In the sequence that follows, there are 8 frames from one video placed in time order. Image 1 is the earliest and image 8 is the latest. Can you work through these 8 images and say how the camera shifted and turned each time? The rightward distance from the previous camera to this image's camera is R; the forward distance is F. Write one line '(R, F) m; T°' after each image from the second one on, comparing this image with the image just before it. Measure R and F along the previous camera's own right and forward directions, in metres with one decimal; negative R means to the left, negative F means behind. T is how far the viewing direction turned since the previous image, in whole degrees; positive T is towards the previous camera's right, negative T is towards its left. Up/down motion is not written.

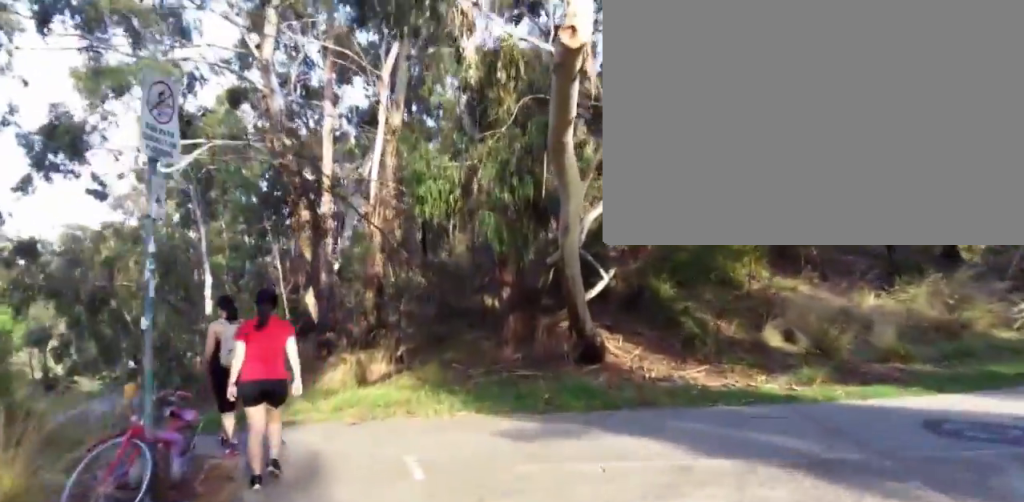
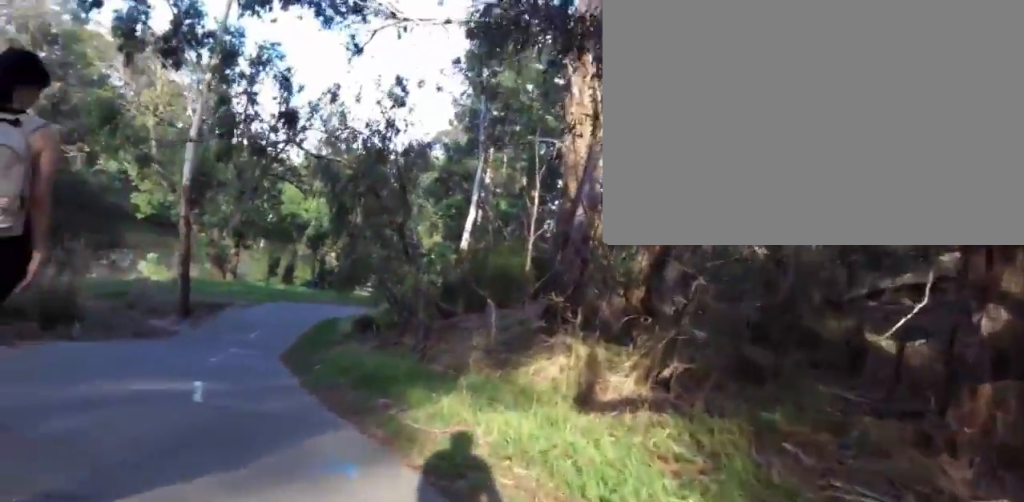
(-1.1, +5.8) m; -36°
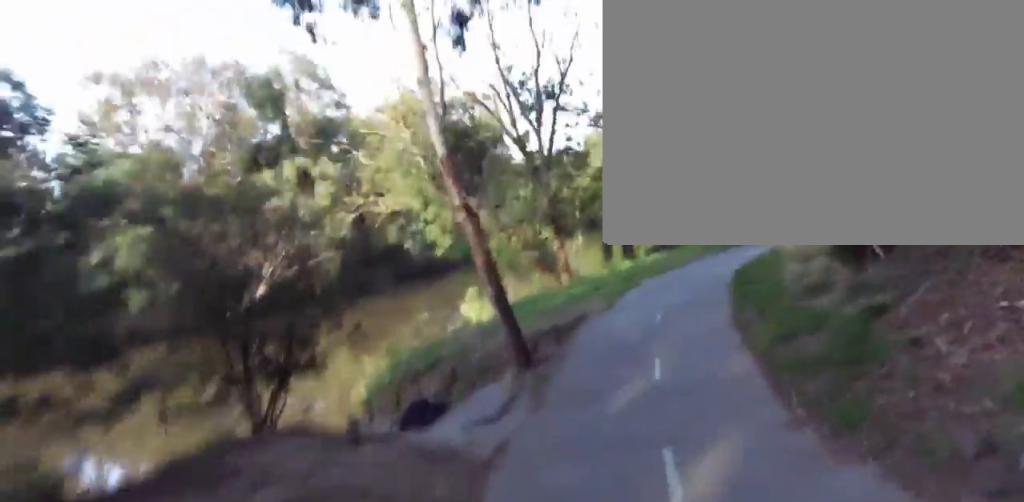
(-1.7, +10.8) m; -17°
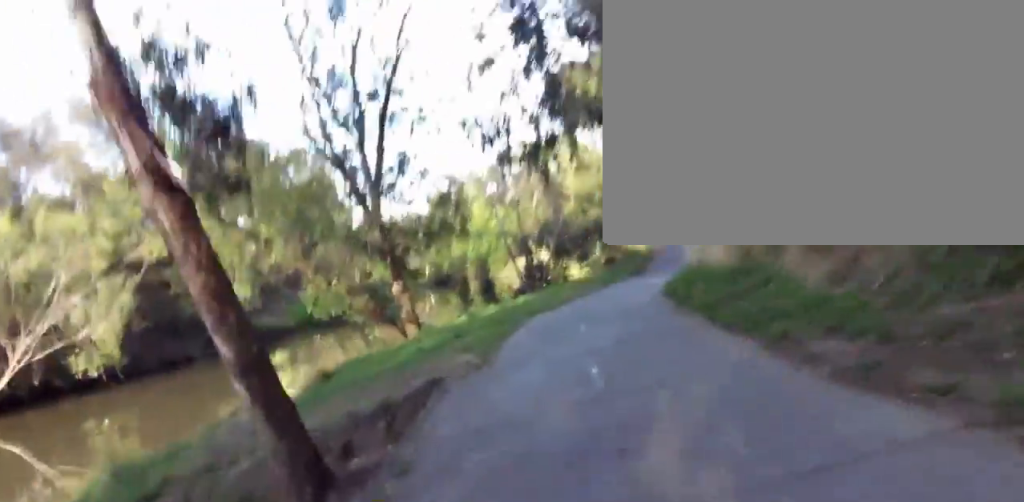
(-1.7, +6.0) m; -2°
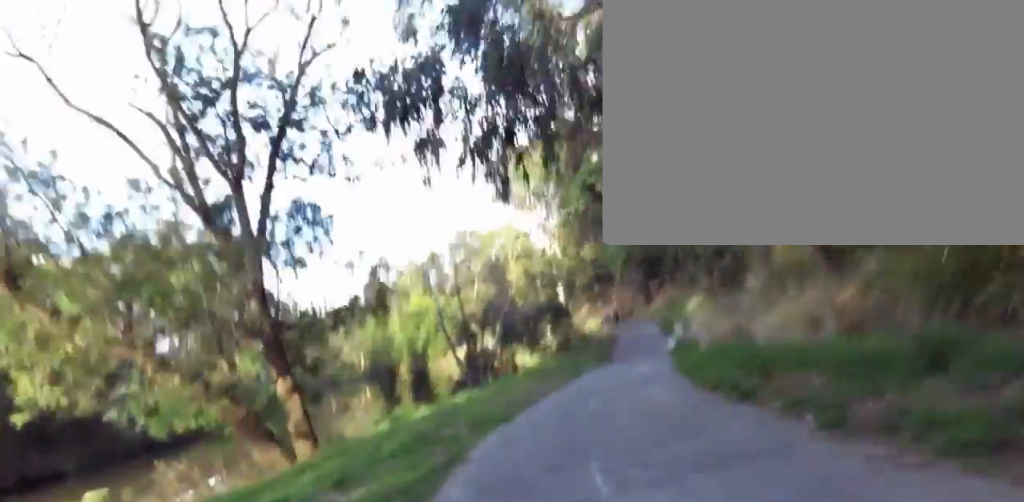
(-0.2, +4.5) m; +5°
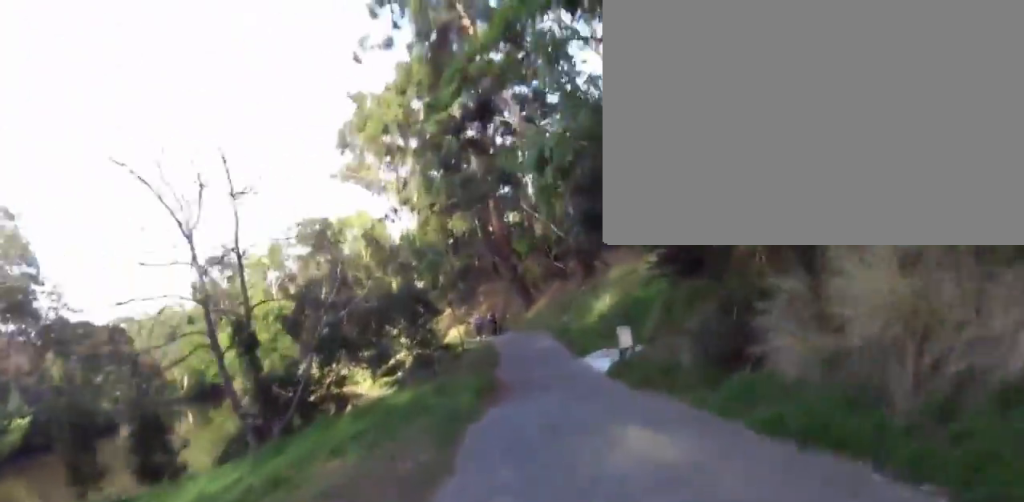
(+1.9, +7.7) m; +16°
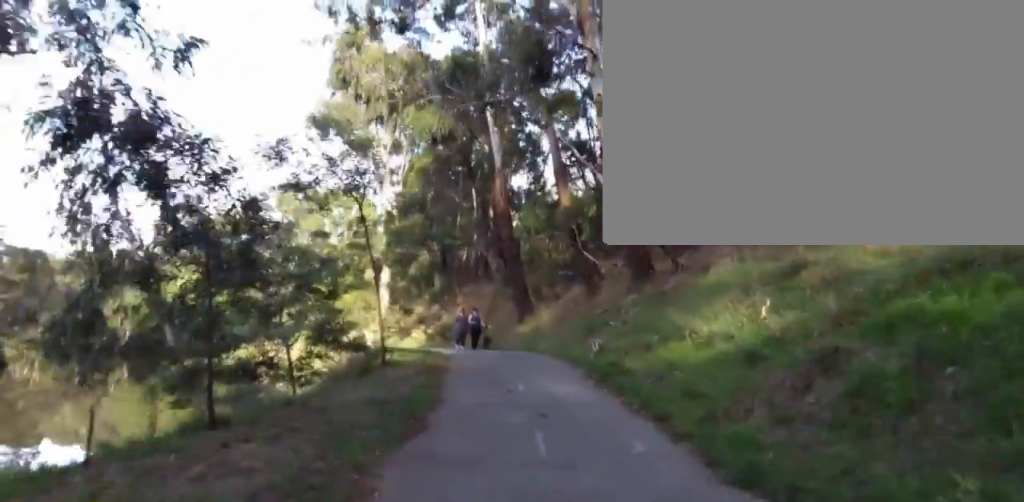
(+0.4, +11.9) m; +9°
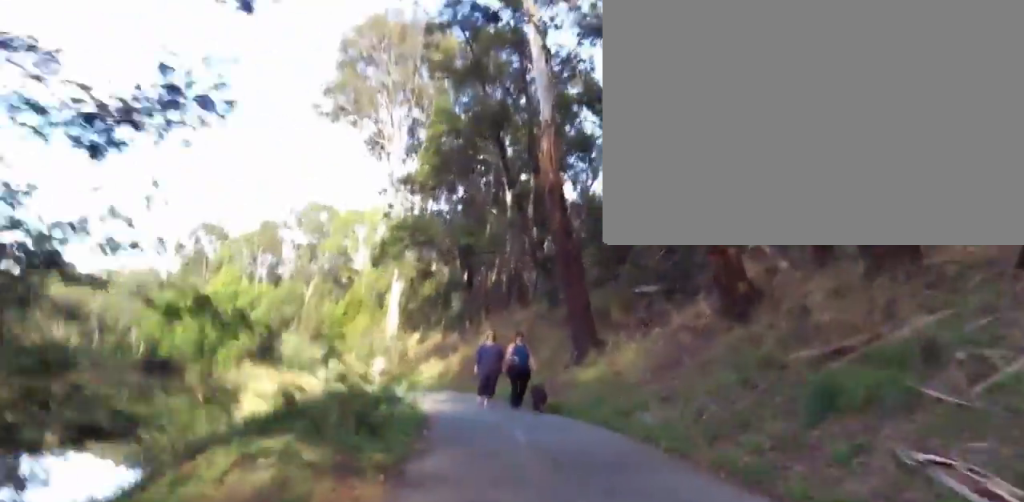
(+1.2, +9.4) m; +4°
